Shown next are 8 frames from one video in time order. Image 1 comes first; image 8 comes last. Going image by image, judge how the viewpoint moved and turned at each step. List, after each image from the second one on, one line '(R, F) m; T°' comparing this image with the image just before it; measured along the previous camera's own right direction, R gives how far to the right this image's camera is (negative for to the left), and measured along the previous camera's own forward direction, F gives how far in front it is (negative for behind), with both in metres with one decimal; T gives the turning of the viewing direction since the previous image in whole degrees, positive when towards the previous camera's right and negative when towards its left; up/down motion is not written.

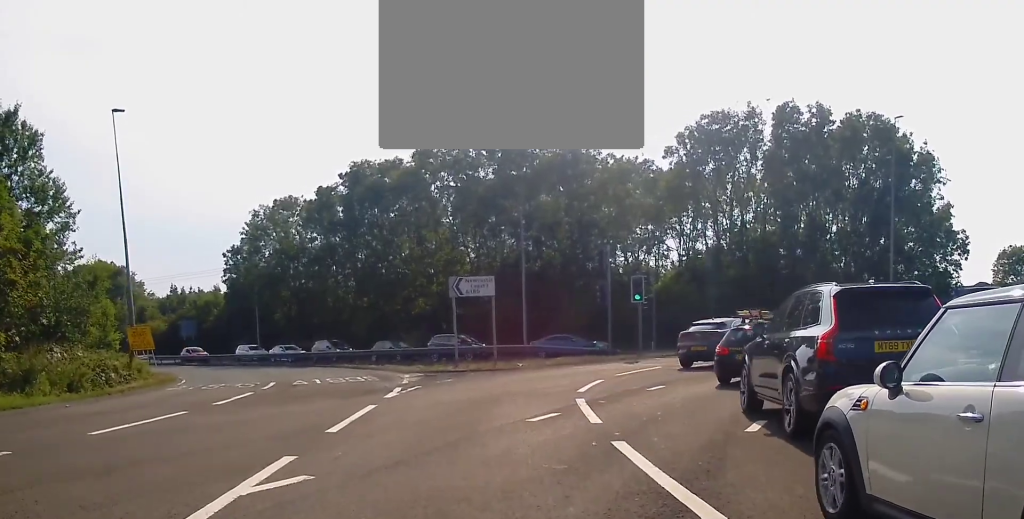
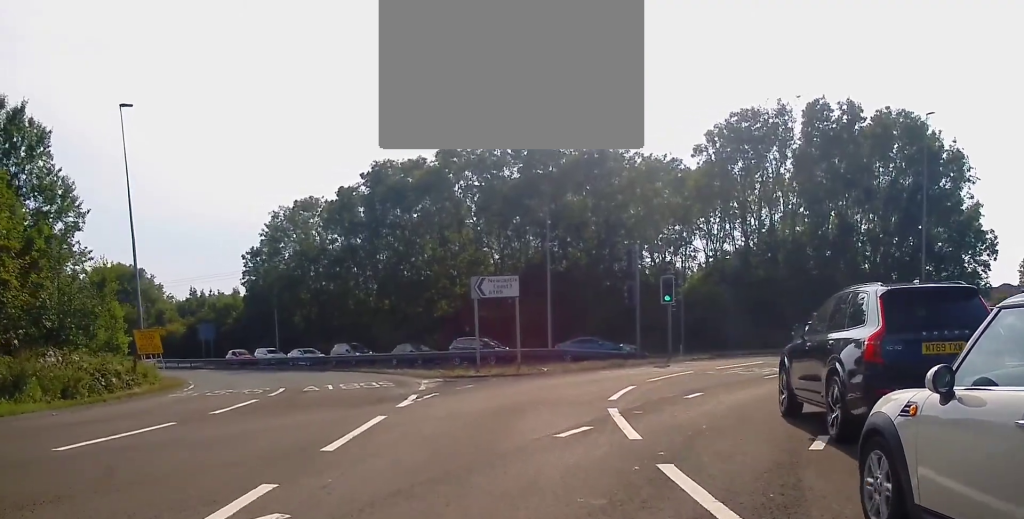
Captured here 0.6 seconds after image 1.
(0.0, +1.9) m; -2°
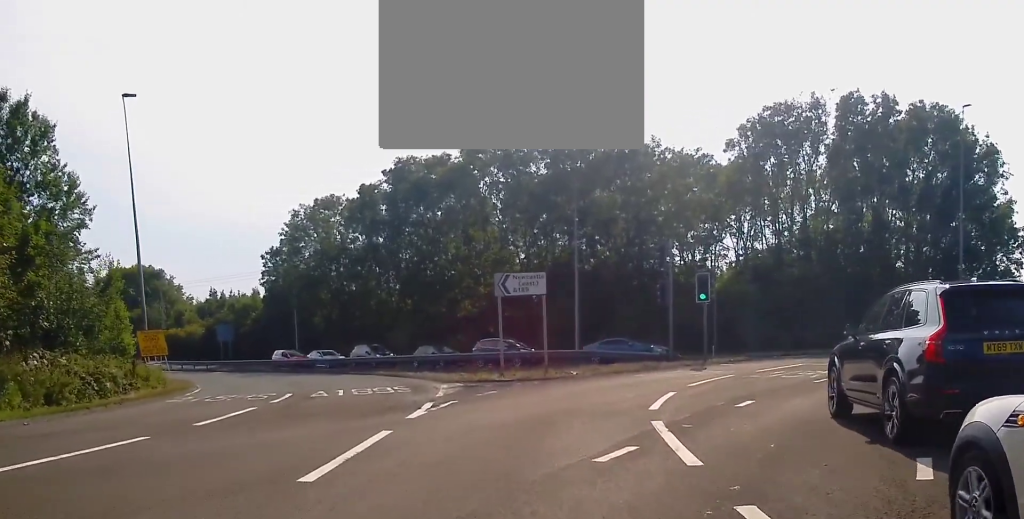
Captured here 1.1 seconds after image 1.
(-0.2, +2.3) m; +1°
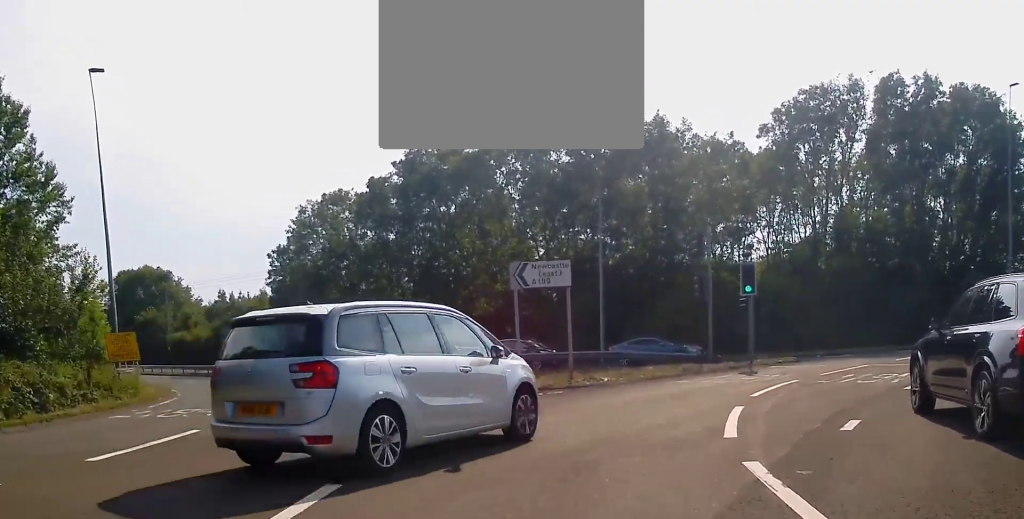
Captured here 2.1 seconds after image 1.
(+0.3, +4.5) m; +10°
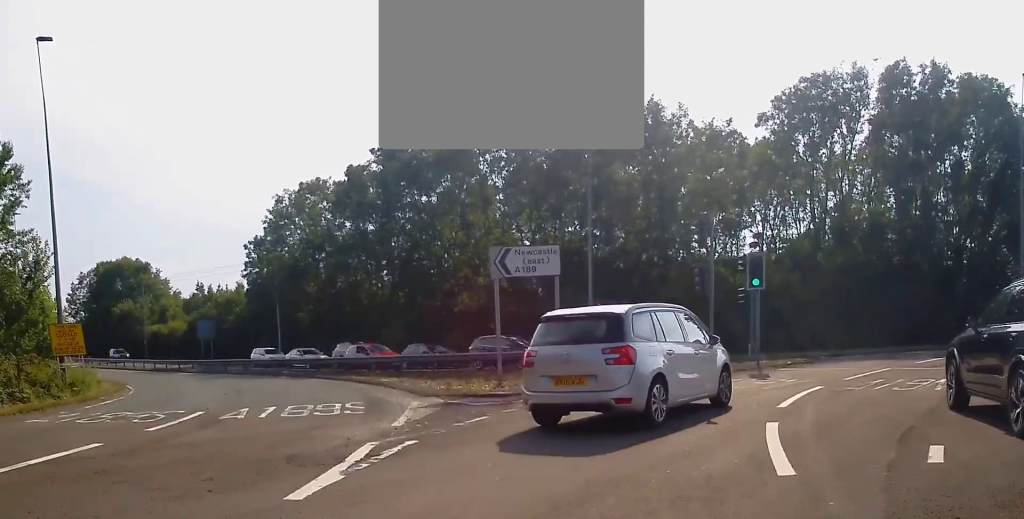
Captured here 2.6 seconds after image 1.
(+0.2, +2.8) m; +6°
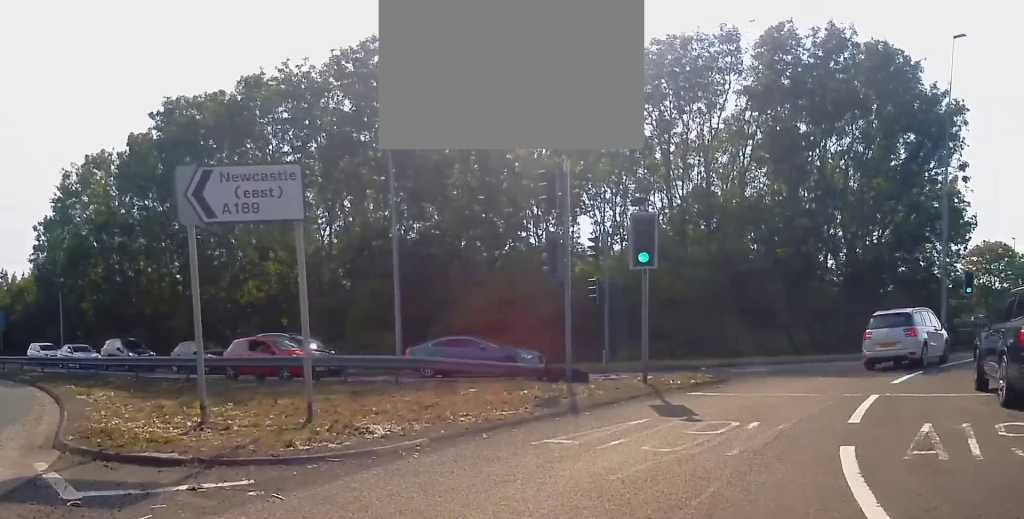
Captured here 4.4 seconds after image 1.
(+1.3, +9.1) m; +12°
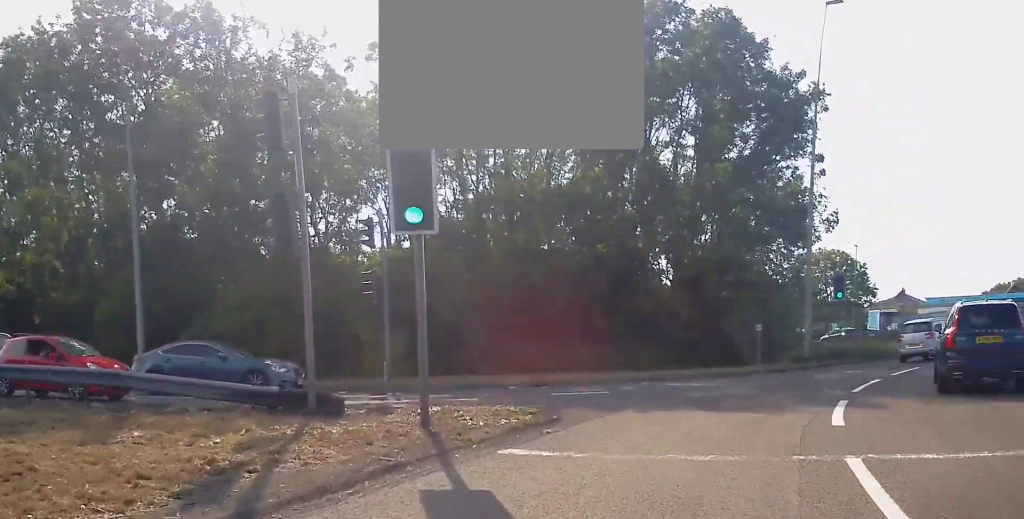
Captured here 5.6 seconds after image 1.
(+0.3, +6.7) m; +9°
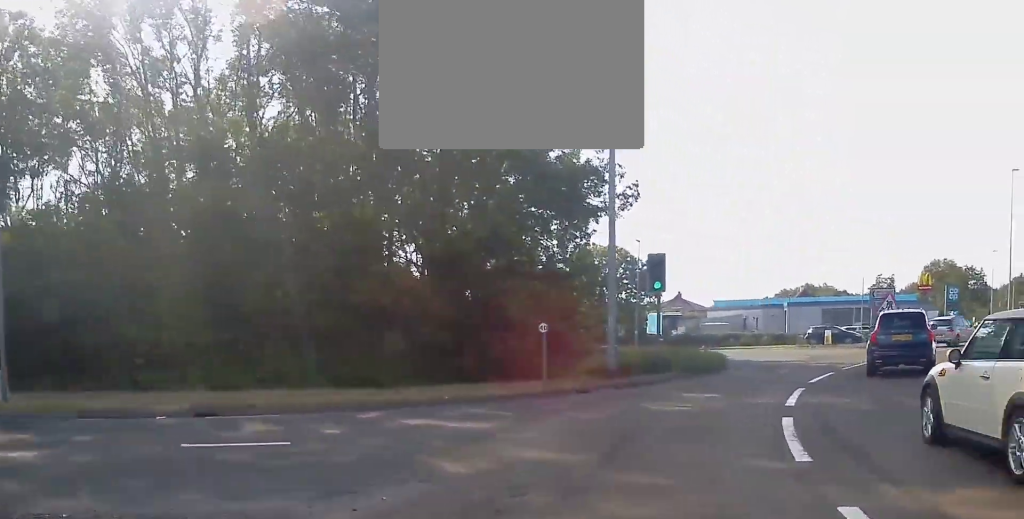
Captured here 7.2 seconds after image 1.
(+1.8, +9.0) m; +19°
